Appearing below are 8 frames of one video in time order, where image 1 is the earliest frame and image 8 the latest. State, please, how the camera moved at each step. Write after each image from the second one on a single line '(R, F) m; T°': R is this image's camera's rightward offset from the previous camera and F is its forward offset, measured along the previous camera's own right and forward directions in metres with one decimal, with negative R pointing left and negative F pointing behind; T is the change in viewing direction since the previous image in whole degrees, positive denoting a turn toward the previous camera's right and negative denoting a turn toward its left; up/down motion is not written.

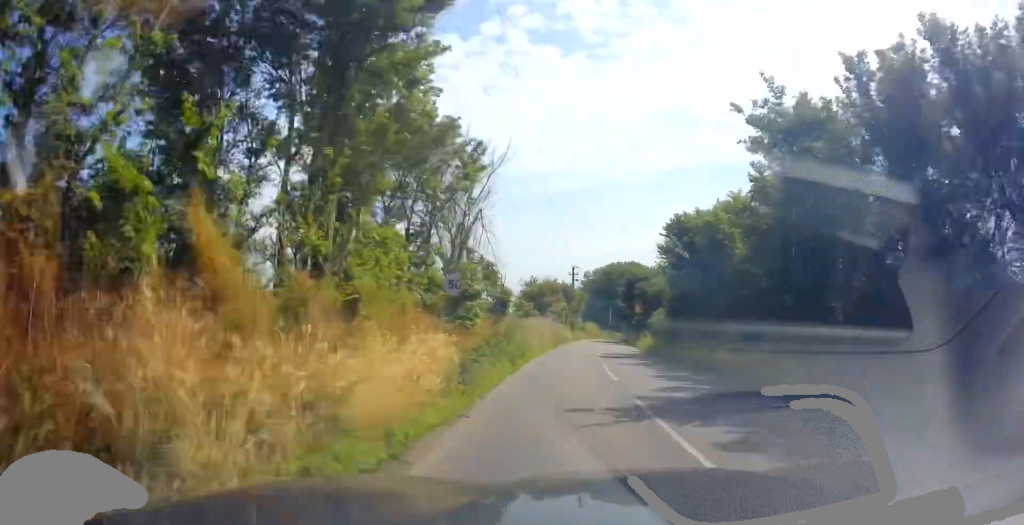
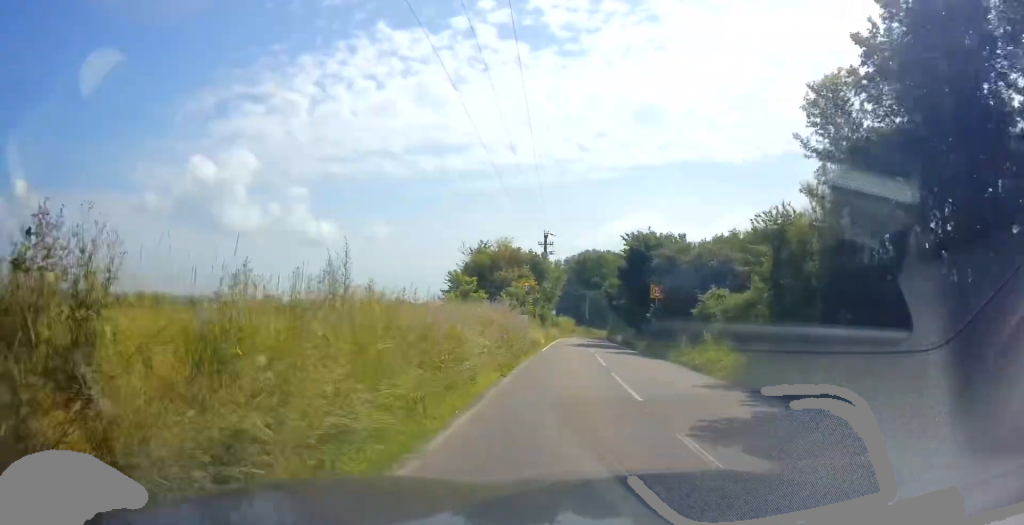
(+0.8, +21.4) m; +3°
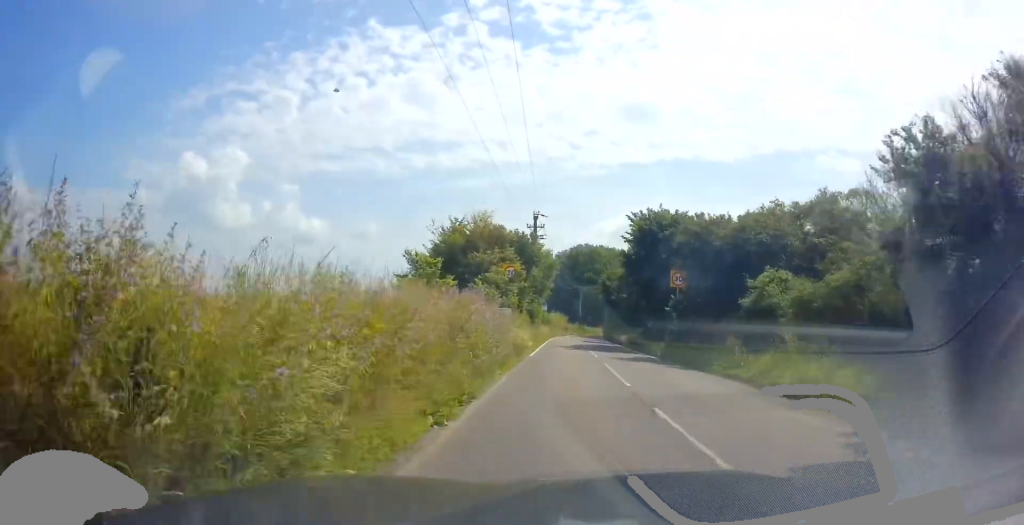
(0.0, +7.5) m; +1°
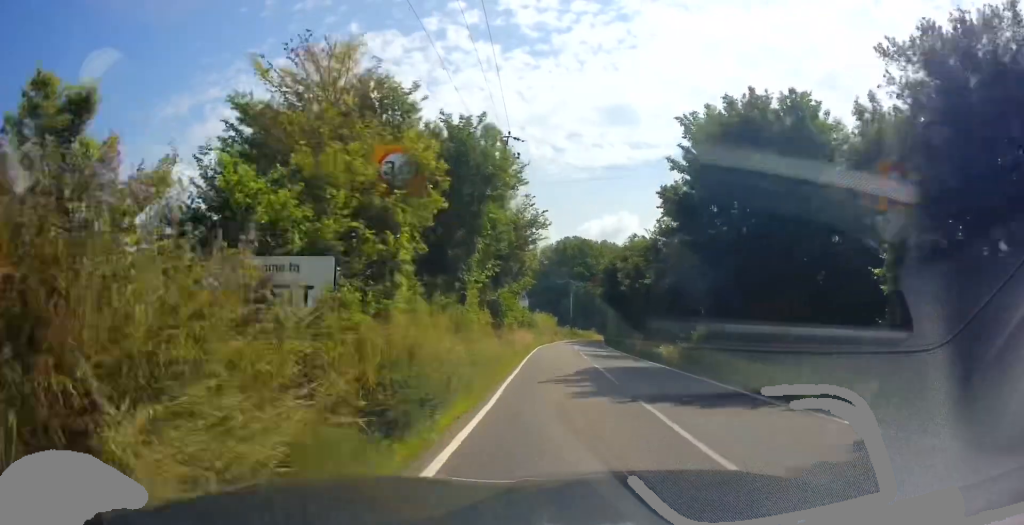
(+0.5, +15.9) m; +2°
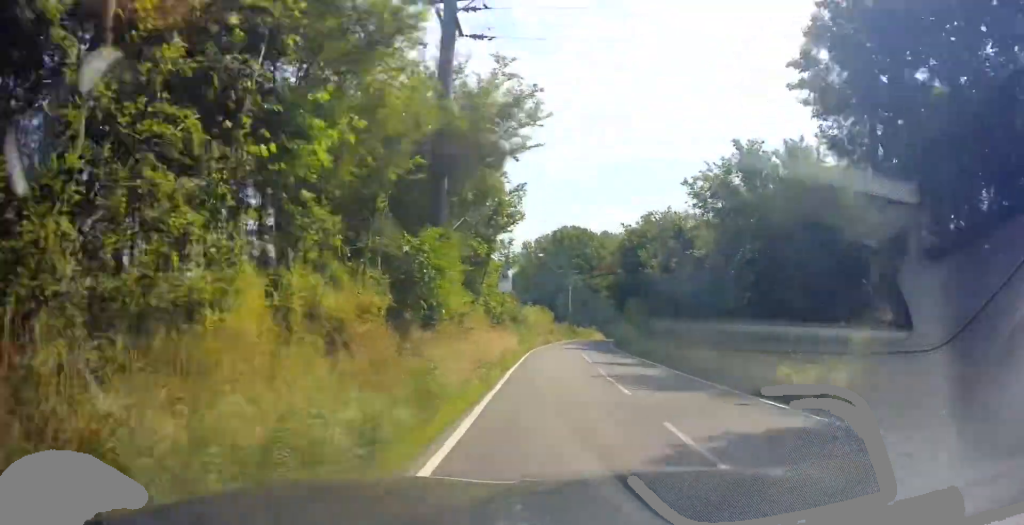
(0.0, +11.3) m; 0°
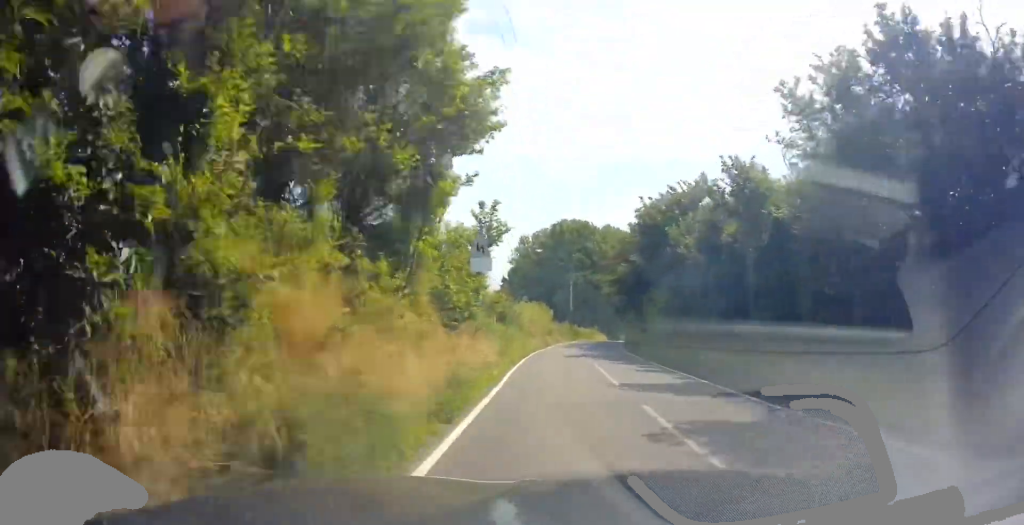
(0.0, +7.4) m; 0°
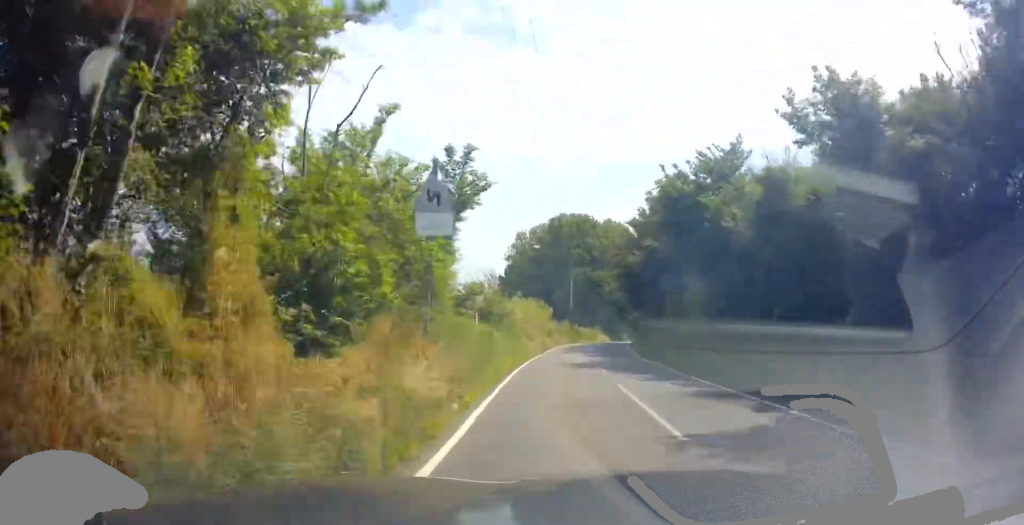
(0.0, +5.7) m; +1°
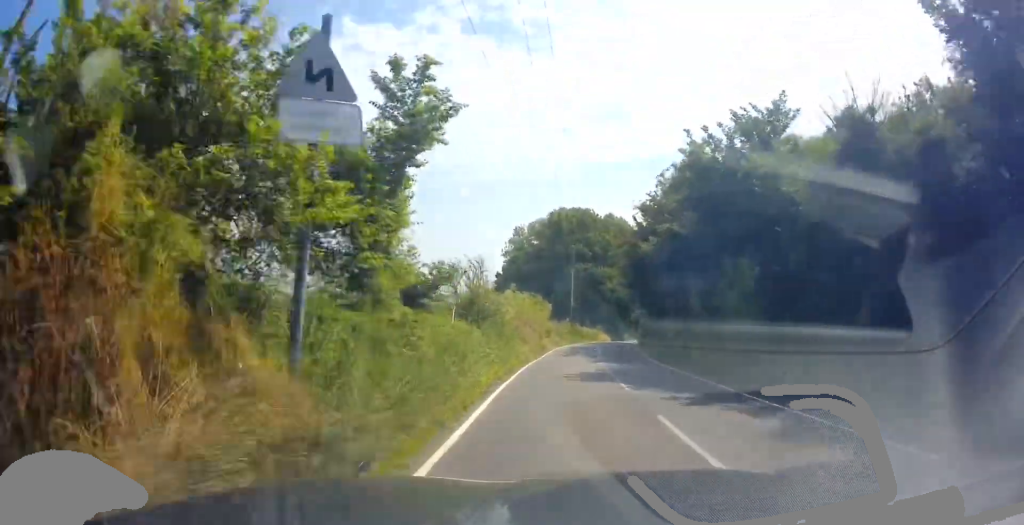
(-0.1, +4.5) m; +1°
